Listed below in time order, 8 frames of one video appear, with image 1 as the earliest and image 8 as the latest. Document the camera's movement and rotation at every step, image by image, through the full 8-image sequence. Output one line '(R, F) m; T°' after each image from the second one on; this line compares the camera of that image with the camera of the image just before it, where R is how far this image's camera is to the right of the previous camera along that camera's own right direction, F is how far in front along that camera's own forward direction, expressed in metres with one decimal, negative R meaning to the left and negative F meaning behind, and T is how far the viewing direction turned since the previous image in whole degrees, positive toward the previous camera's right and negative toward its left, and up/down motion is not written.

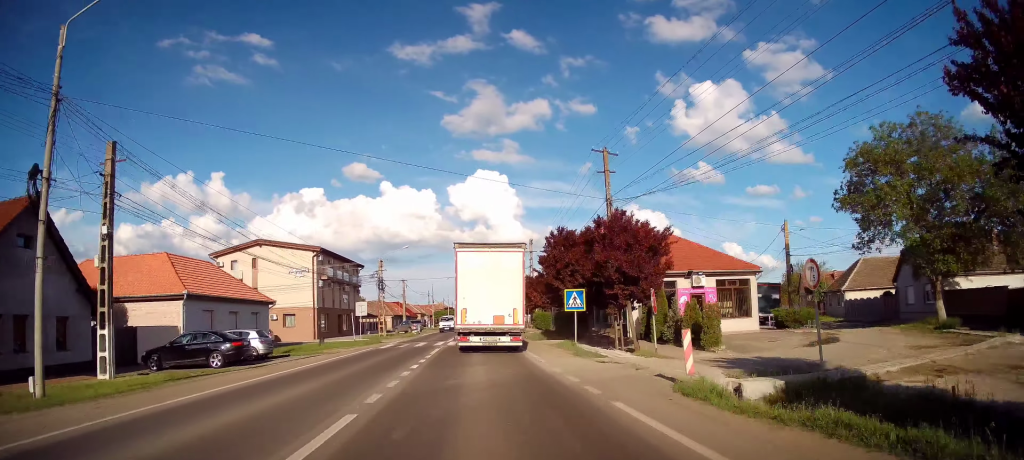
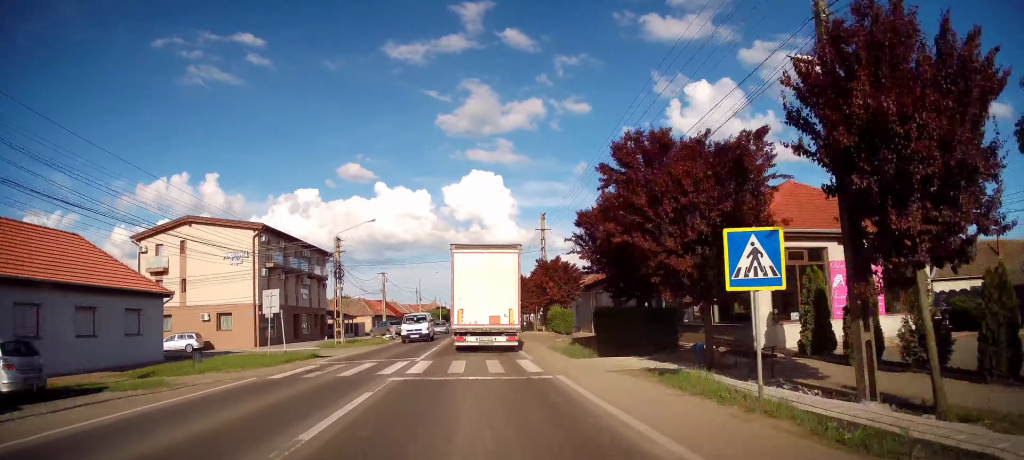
(+0.3, +14.9) m; +2°
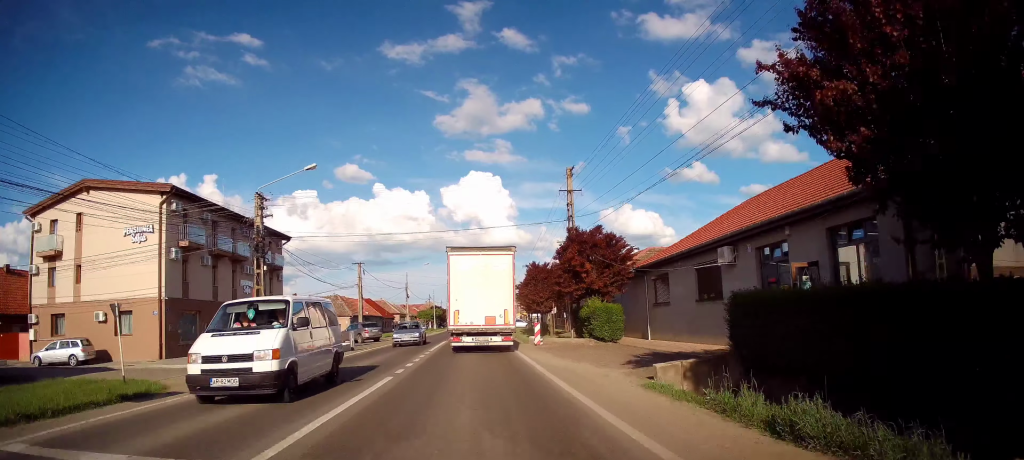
(+0.1, +13.6) m; +1°
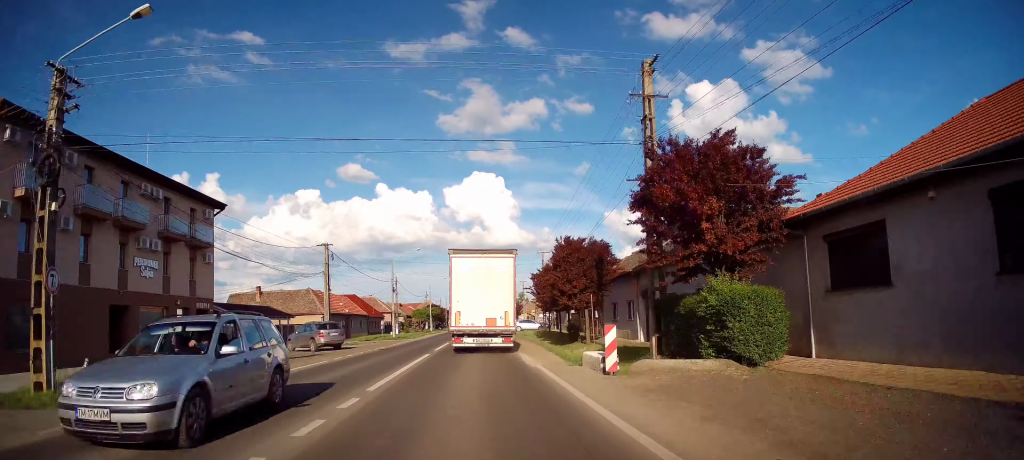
(0.0, +13.6) m; -1°
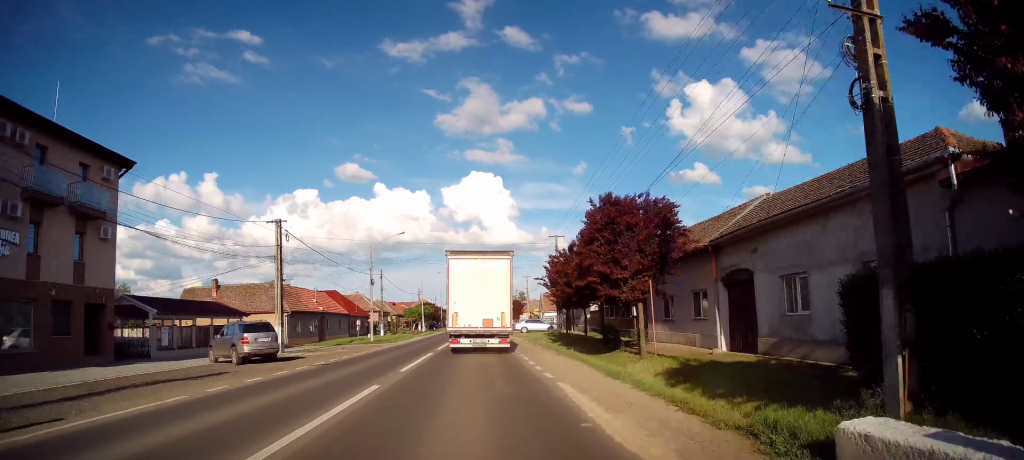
(-0.2, +10.5) m; -1°
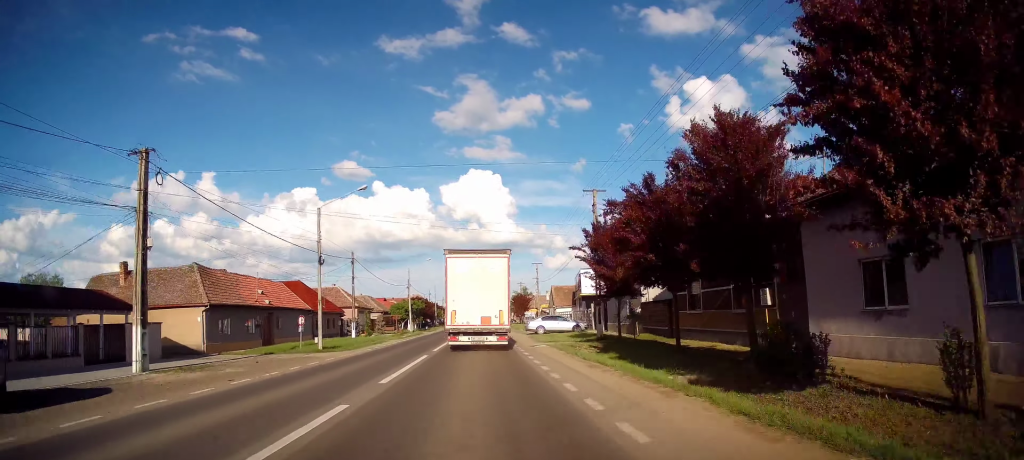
(-0.1, +14.8) m; +1°
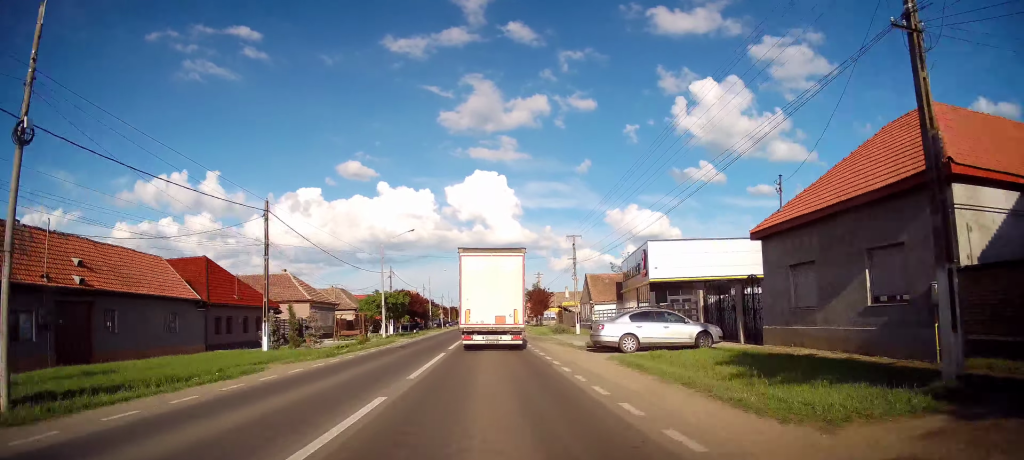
(+0.5, +22.5) m; +2°
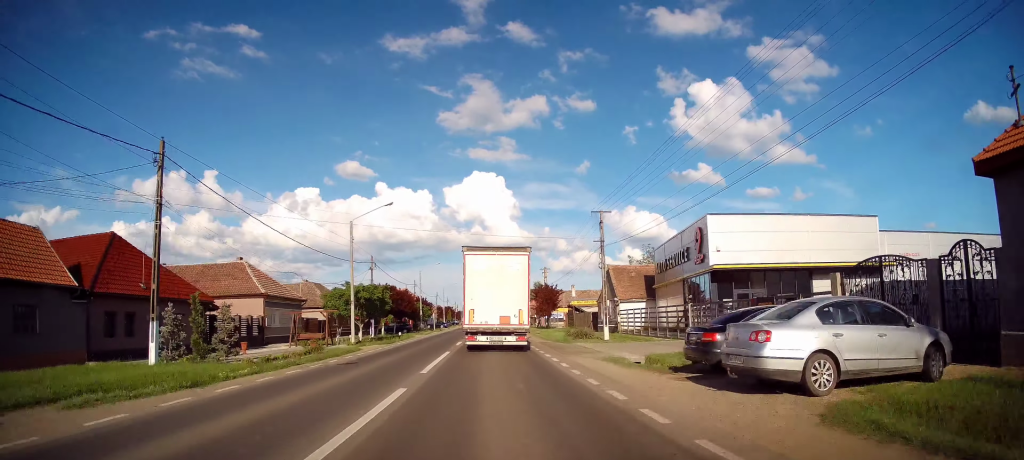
(+0.1, +10.5) m; 0°
